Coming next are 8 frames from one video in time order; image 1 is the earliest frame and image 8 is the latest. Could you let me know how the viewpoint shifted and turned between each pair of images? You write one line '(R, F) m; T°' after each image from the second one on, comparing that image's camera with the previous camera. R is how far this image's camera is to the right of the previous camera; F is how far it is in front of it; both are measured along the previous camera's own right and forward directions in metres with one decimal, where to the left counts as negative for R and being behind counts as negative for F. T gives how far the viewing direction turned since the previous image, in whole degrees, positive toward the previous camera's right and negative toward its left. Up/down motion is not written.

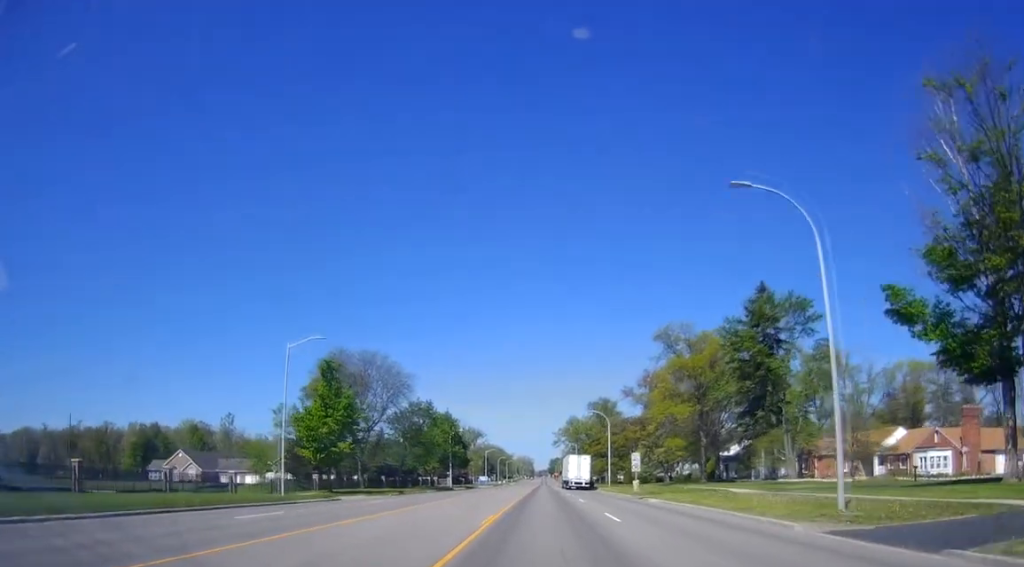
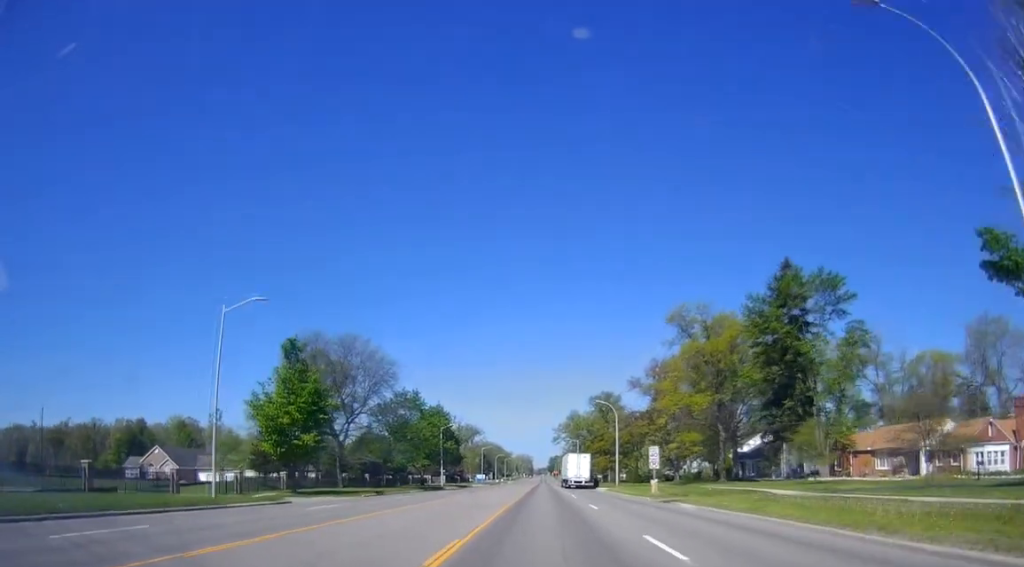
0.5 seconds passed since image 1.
(+0.2, +8.5) m; 0°
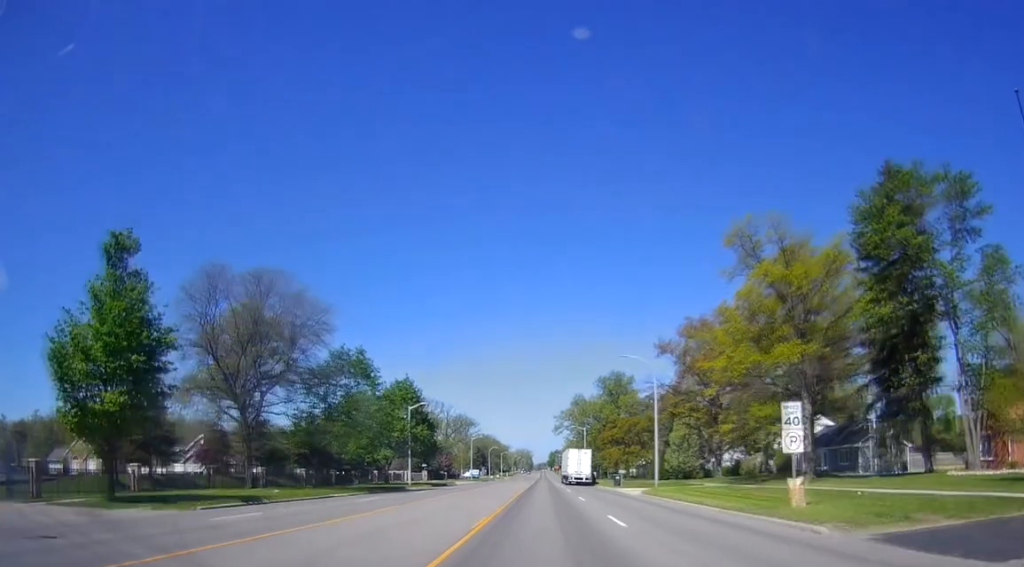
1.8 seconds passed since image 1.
(0.0, +23.7) m; 0°
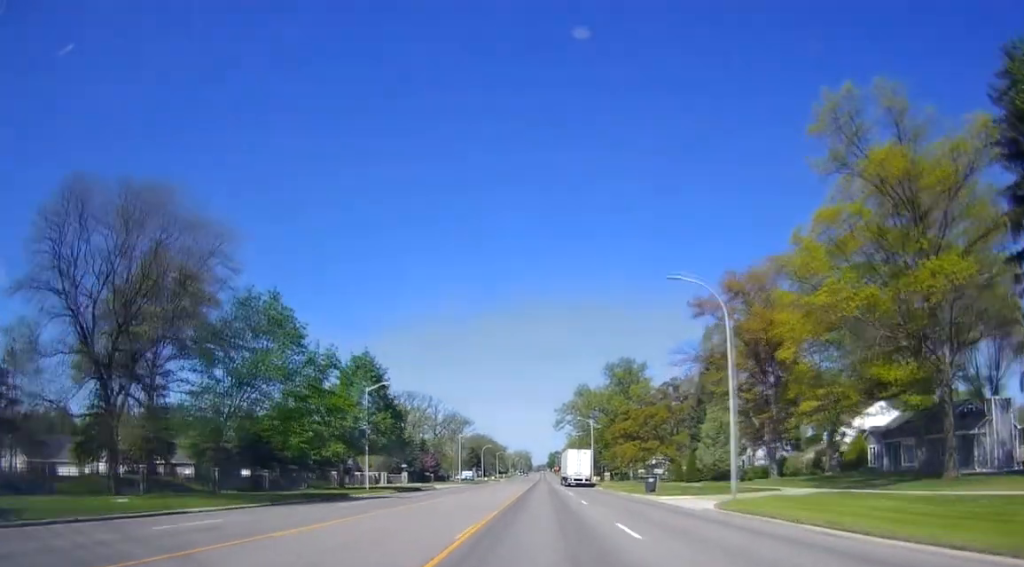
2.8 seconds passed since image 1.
(+0.2, +18.1) m; 0°
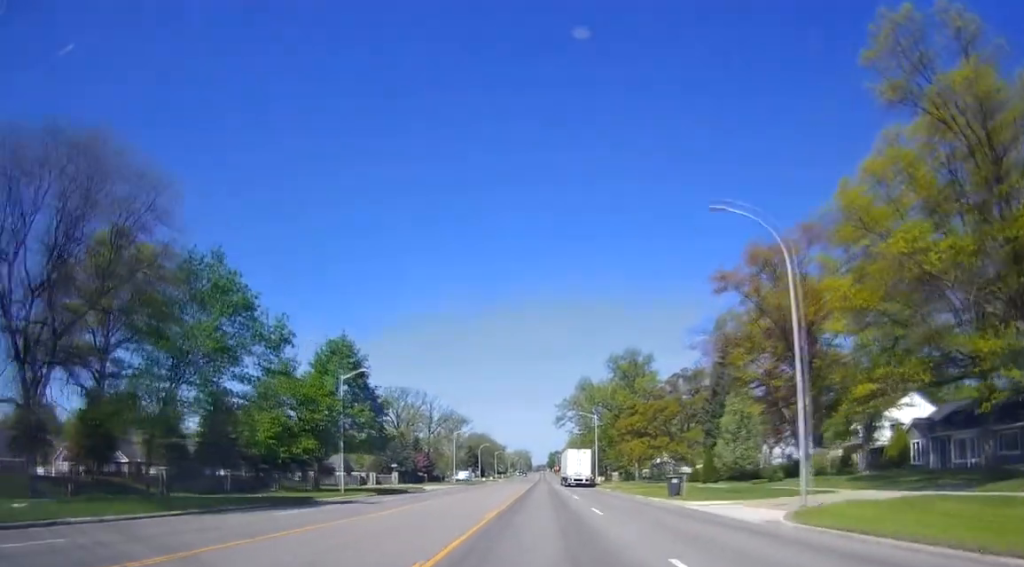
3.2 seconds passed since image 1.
(+0.1, +7.2) m; 0°
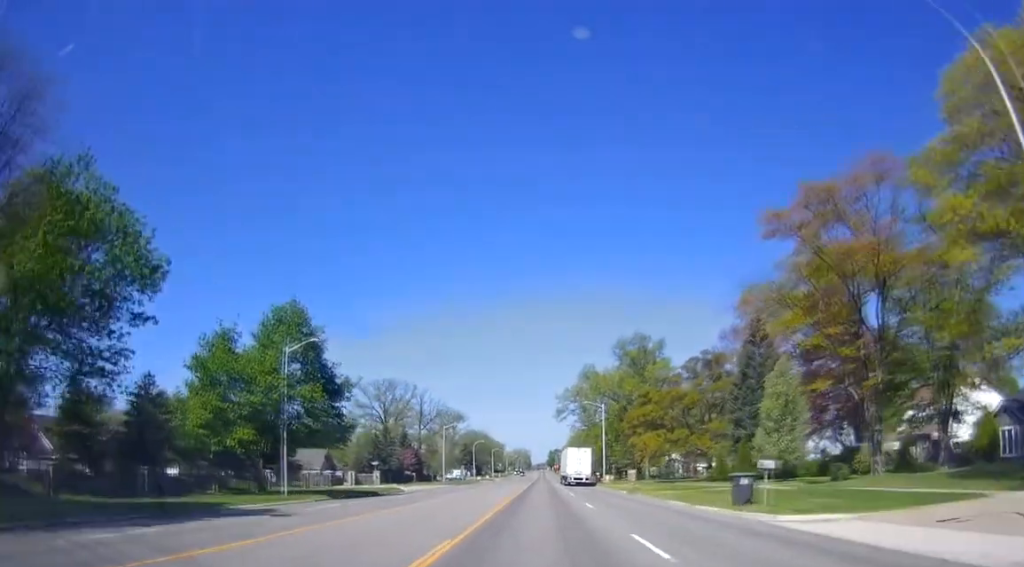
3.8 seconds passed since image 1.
(-0.4, +11.4) m; 0°
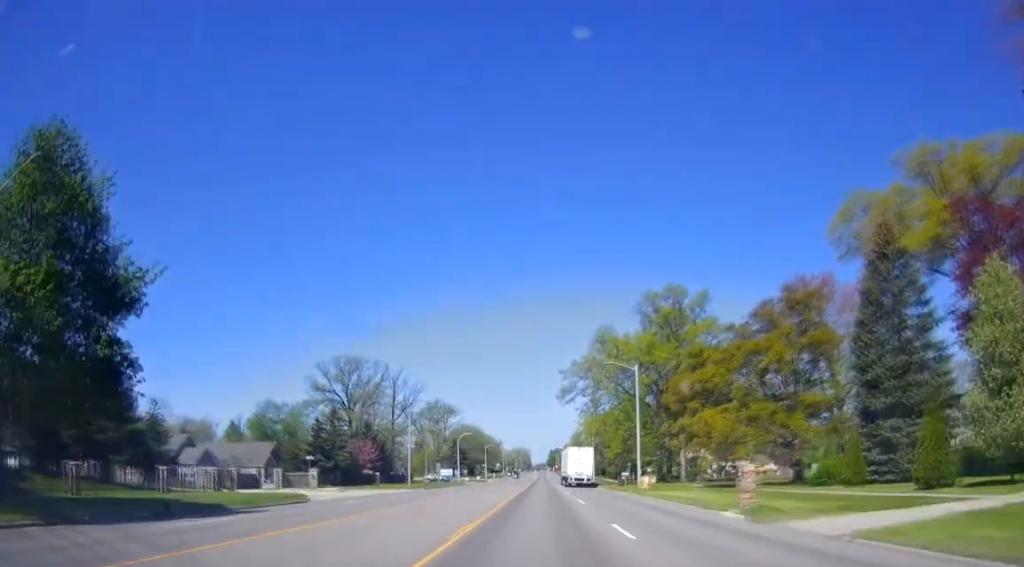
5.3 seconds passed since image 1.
(+0.5, +26.7) m; +2°
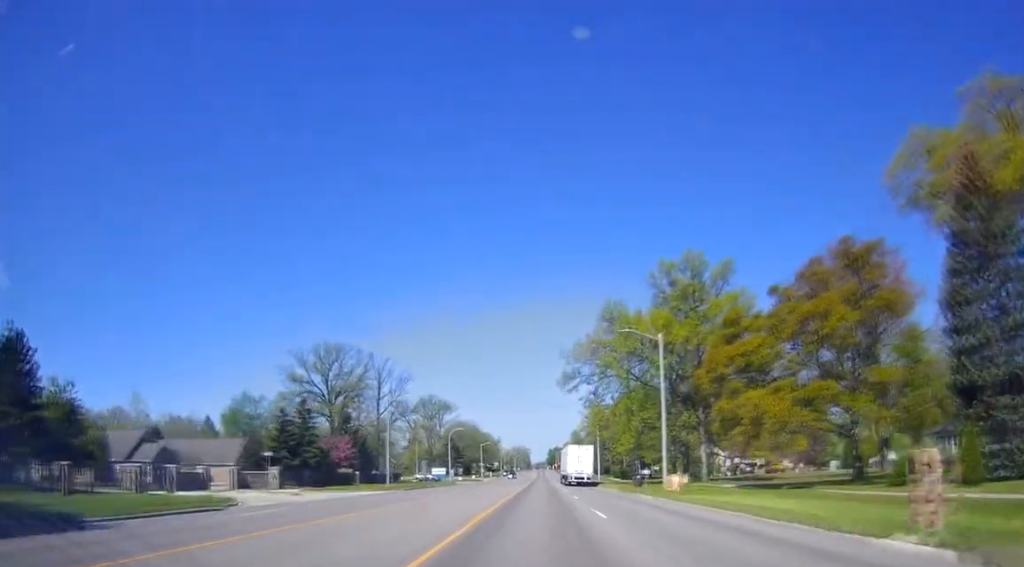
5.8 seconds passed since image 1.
(0.0, +10.3) m; 0°
